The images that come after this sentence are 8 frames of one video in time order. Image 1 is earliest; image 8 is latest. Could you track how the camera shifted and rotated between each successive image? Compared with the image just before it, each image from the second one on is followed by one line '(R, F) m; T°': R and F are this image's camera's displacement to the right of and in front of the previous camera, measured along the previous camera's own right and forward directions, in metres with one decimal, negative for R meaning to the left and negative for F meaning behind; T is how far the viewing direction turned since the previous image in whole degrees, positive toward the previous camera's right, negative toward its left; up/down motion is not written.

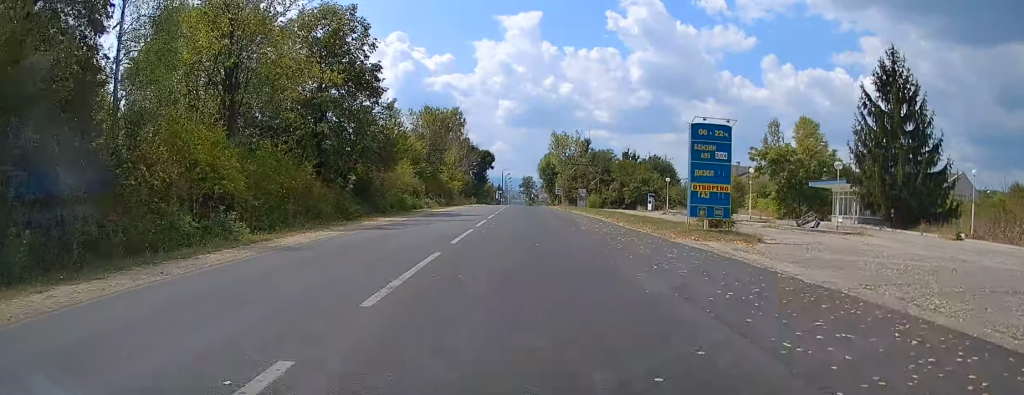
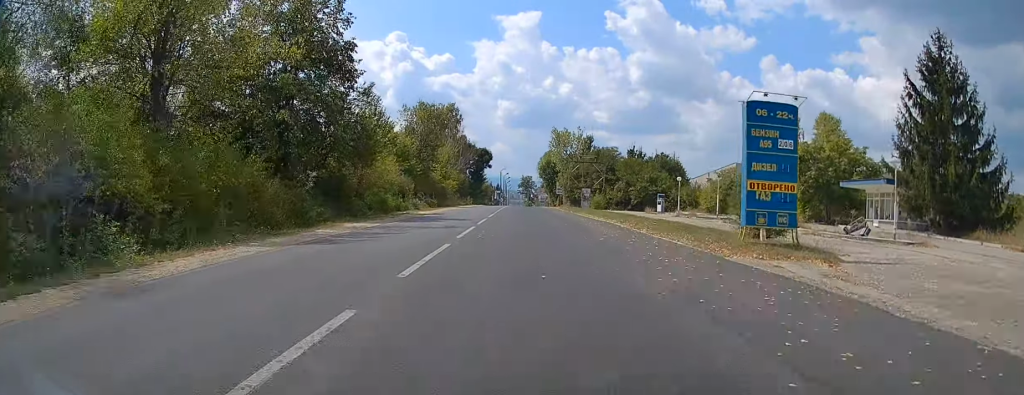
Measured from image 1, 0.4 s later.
(0.0, +6.6) m; 0°
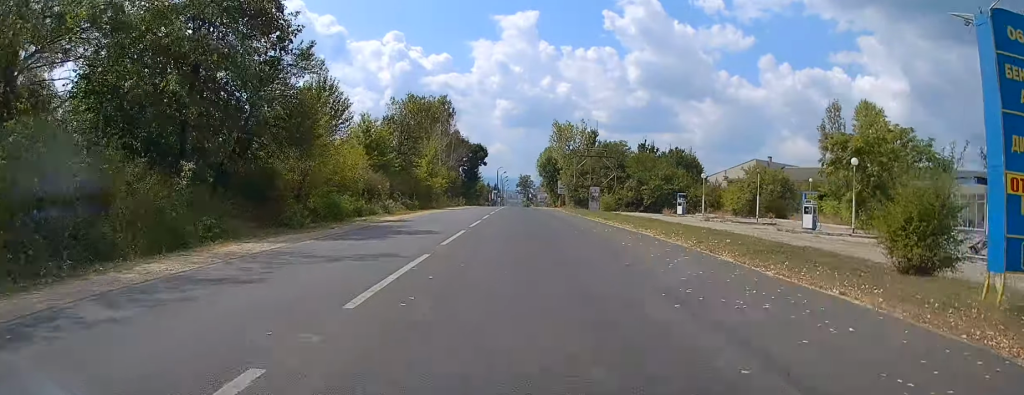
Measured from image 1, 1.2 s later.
(+0.1, +10.4) m; +1°
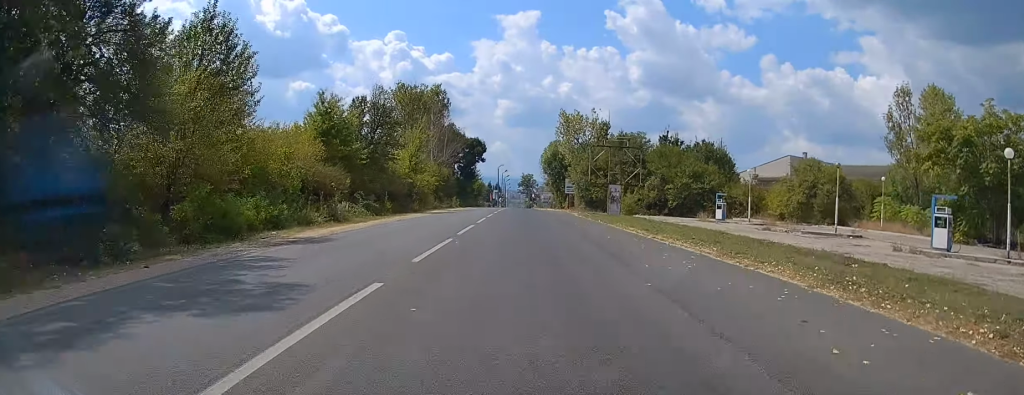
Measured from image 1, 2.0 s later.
(+0.1, +12.2) m; 0°
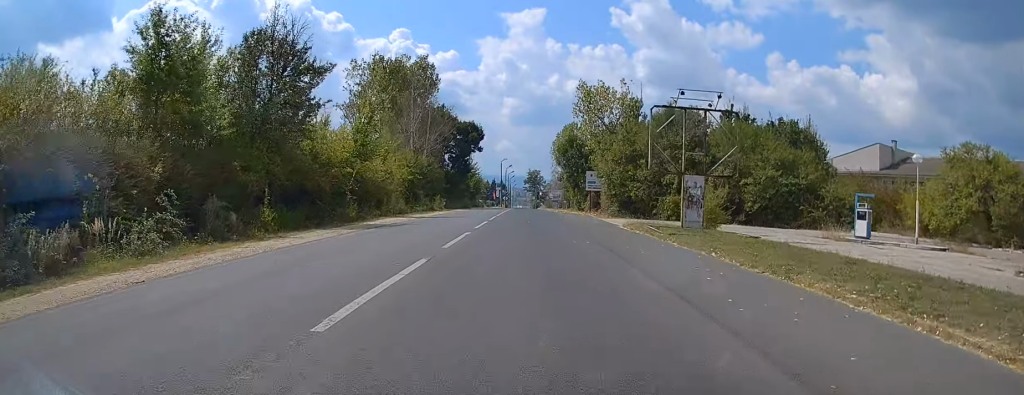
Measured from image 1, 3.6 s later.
(-0.2, +23.6) m; 0°
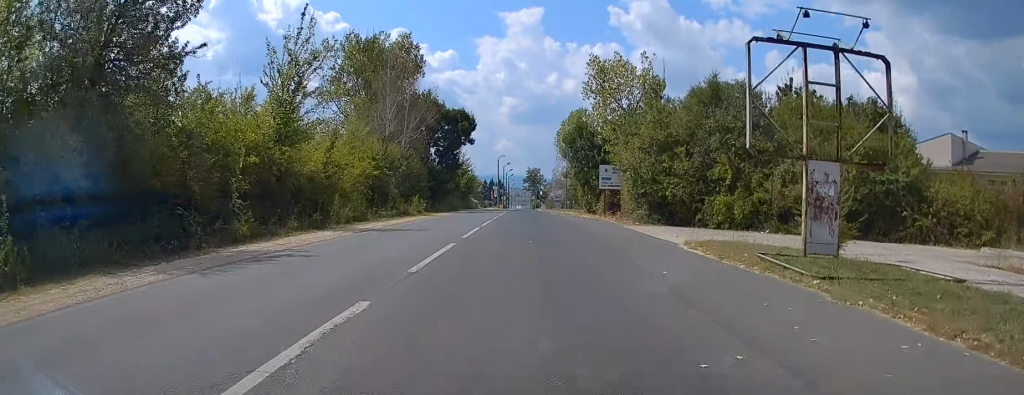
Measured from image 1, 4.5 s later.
(+0.1, +13.7) m; 0°
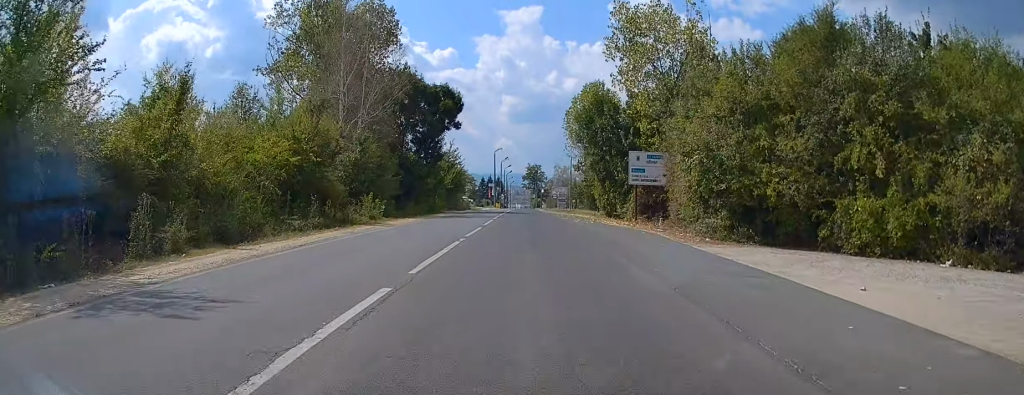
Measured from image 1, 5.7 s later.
(0.0, +15.1) m; 0°
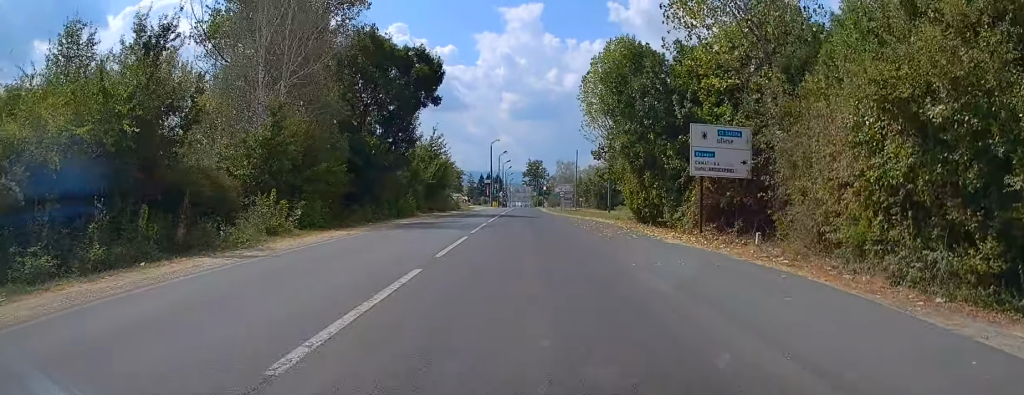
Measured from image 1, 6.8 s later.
(+0.1, +14.4) m; 0°
